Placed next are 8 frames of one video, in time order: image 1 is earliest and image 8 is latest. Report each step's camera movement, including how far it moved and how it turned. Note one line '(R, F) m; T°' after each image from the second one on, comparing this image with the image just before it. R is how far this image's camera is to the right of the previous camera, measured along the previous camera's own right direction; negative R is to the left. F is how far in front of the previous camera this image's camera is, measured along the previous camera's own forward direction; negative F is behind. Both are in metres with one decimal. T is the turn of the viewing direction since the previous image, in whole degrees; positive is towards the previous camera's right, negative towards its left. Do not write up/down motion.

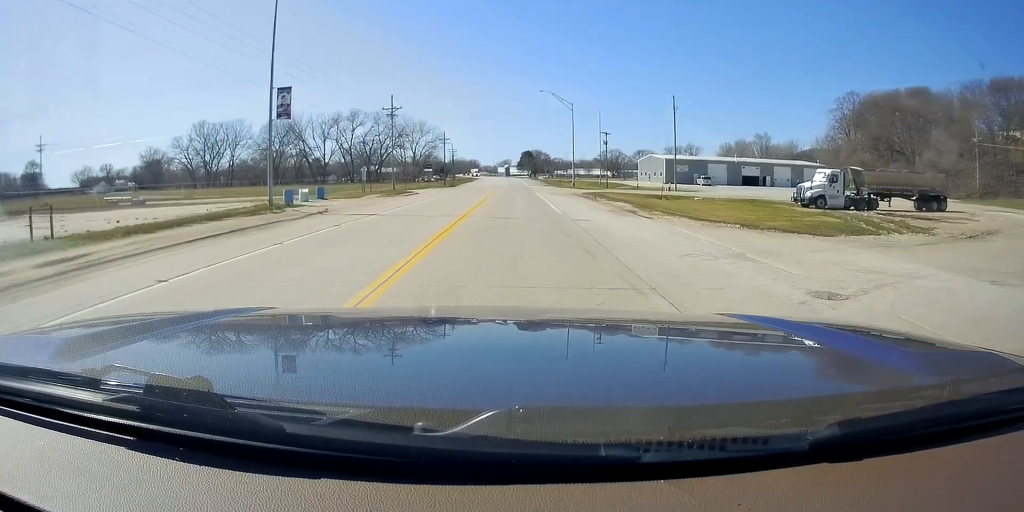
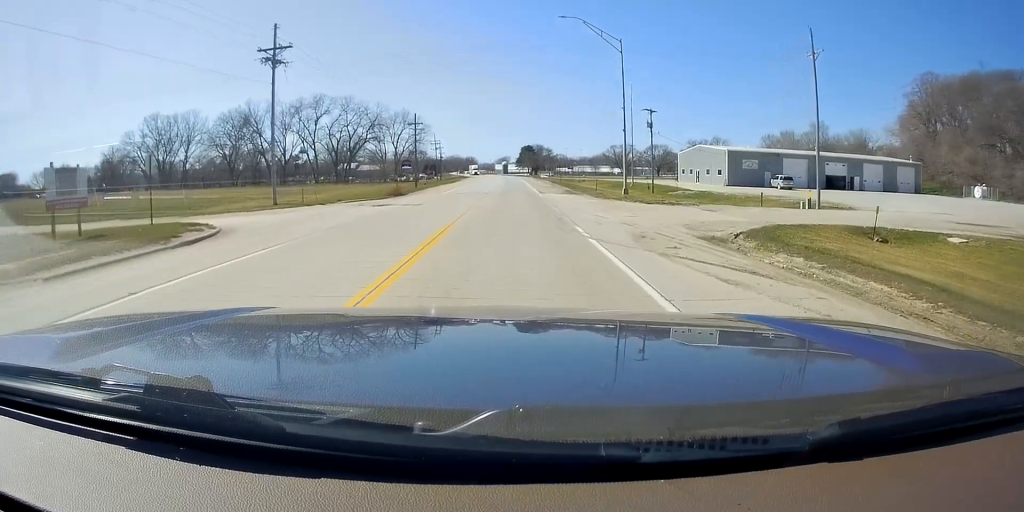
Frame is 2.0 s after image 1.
(+0.4, +35.8) m; +2°
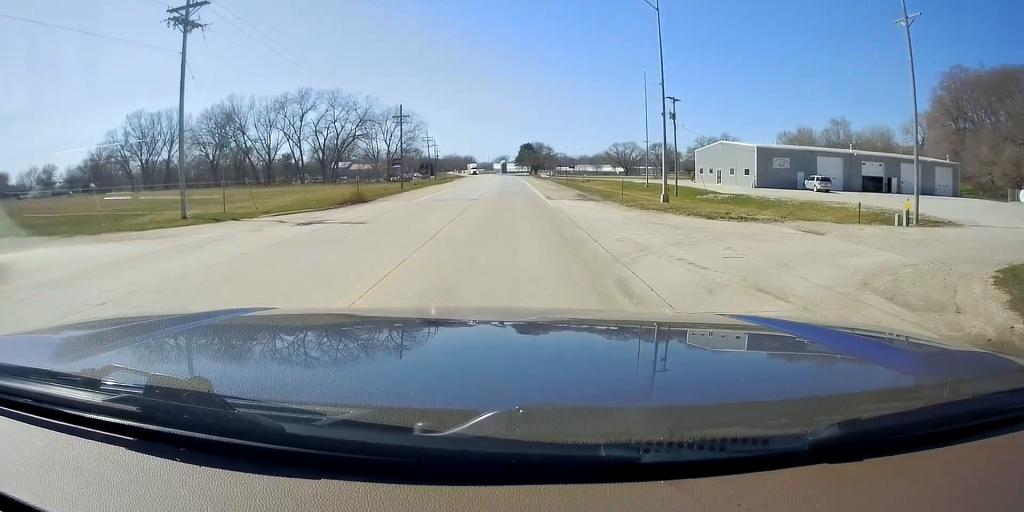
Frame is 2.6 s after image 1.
(+0.2, +10.9) m; +1°
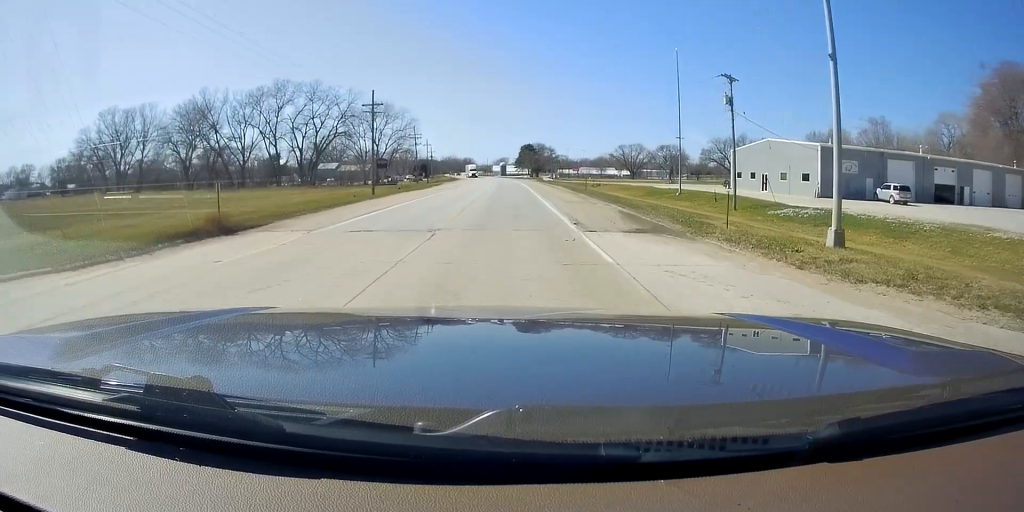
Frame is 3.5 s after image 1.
(+0.1, +16.6) m; -1°
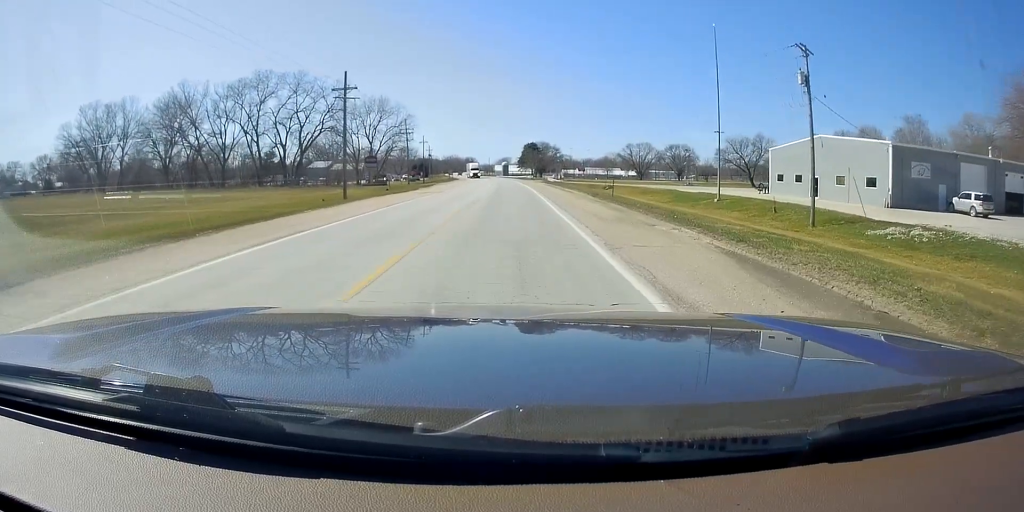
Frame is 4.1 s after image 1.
(-0.3, +12.0) m; -1°
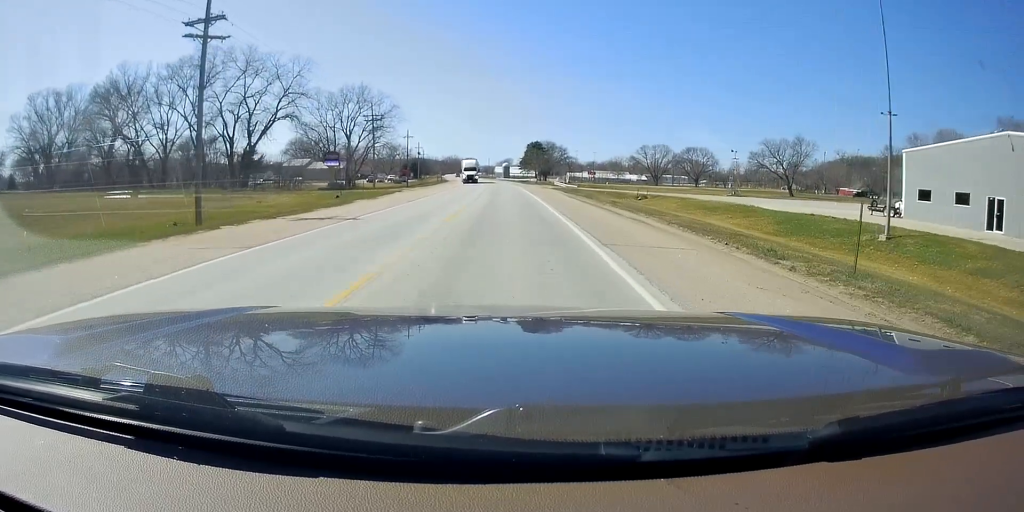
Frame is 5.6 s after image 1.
(-0.4, +25.8) m; -1°
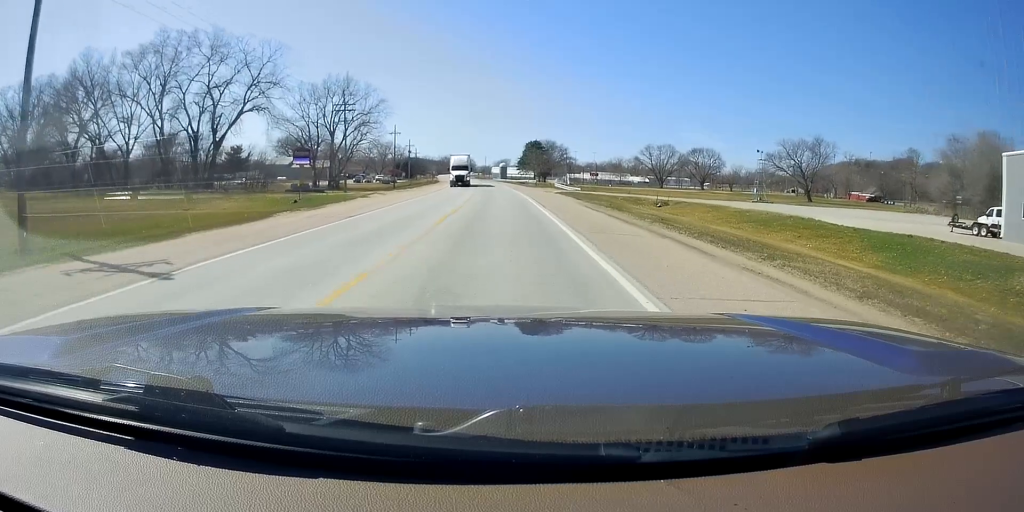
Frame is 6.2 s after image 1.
(0.0, +11.9) m; 0°
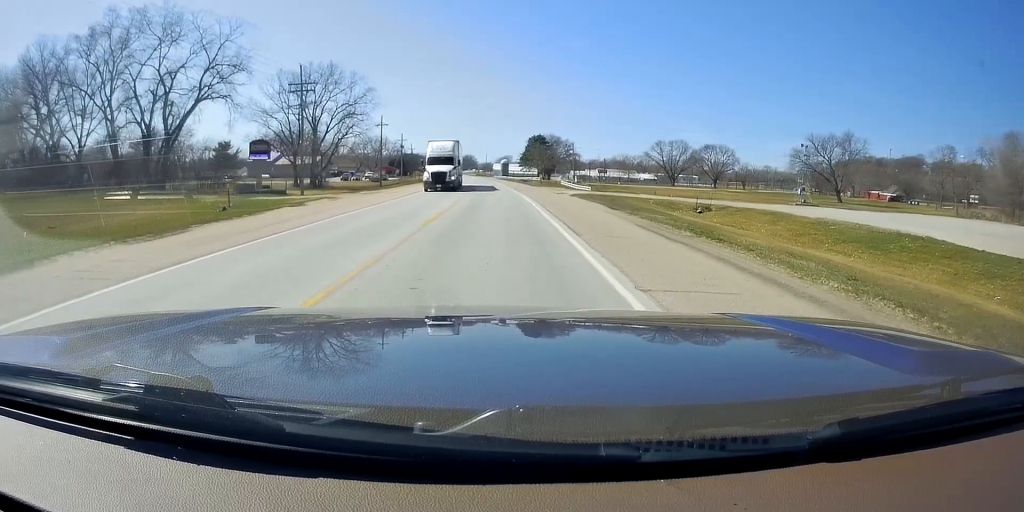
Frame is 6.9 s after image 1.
(0.0, +13.8) m; -1°
